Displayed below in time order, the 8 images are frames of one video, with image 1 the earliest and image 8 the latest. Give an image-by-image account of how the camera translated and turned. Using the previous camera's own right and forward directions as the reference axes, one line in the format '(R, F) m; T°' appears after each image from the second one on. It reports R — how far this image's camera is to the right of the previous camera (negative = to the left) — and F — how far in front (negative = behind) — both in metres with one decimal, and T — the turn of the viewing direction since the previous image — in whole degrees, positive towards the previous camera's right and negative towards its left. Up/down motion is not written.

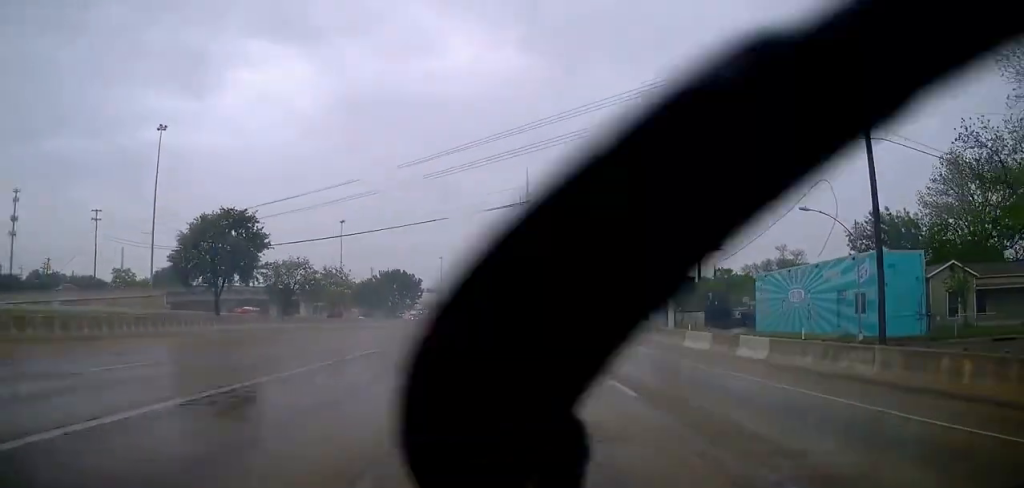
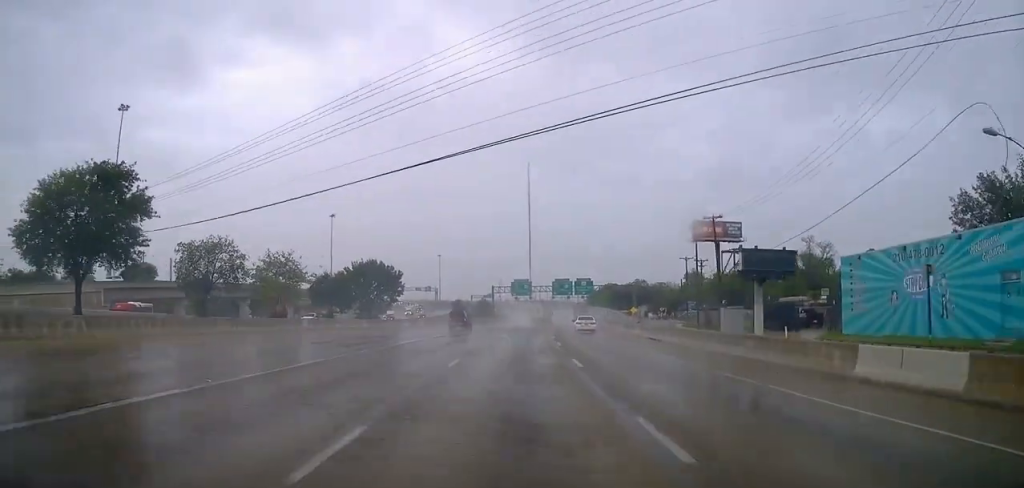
(+0.2, +19.4) m; +1°
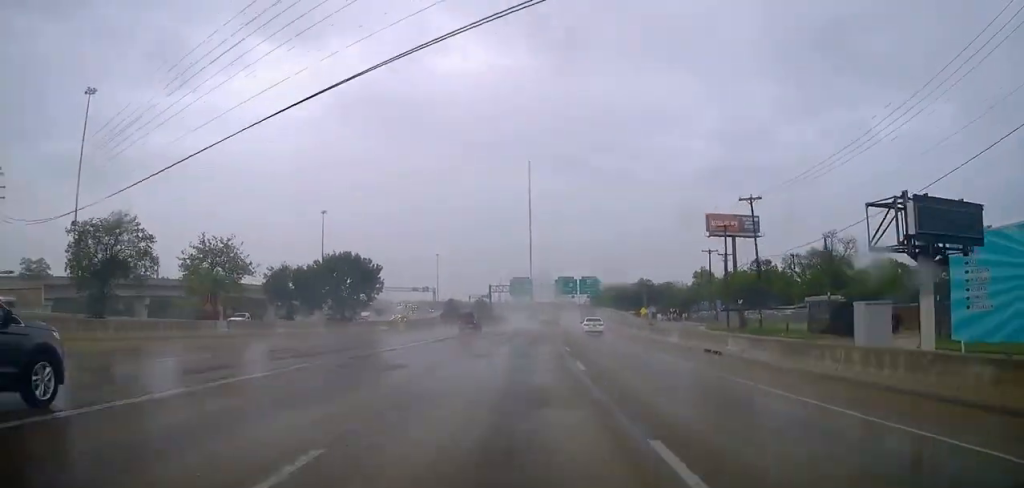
(0.0, +13.5) m; 0°
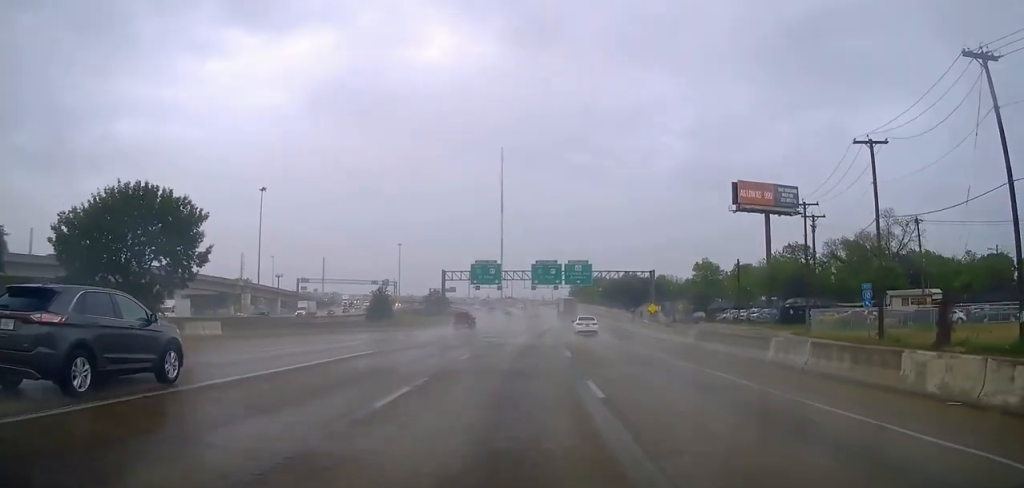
(+0.2, +42.0) m; +2°
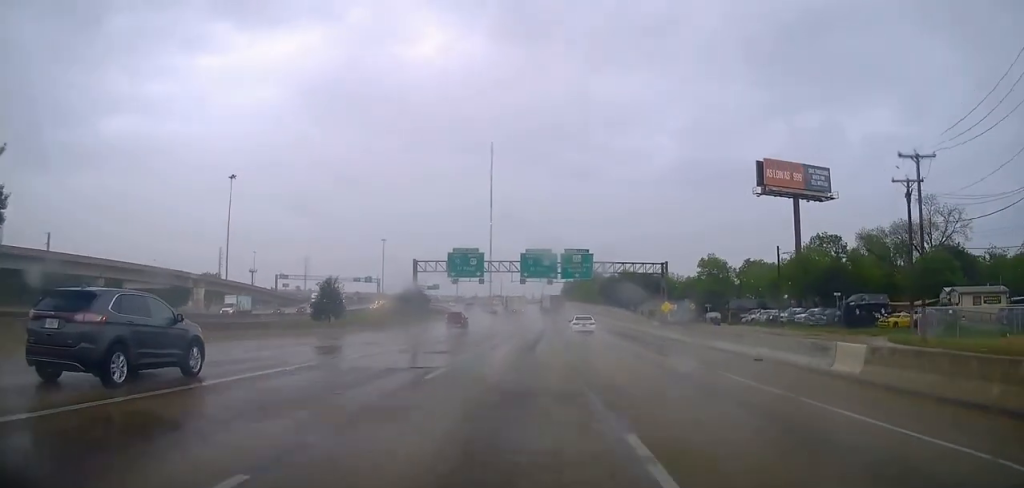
(+0.2, +19.5) m; +1°
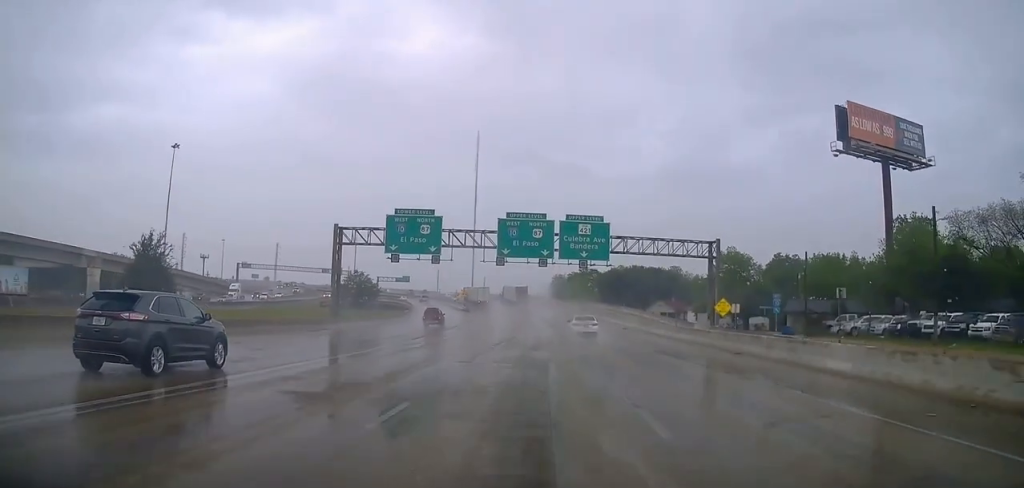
(0.0, +34.0) m; 0°
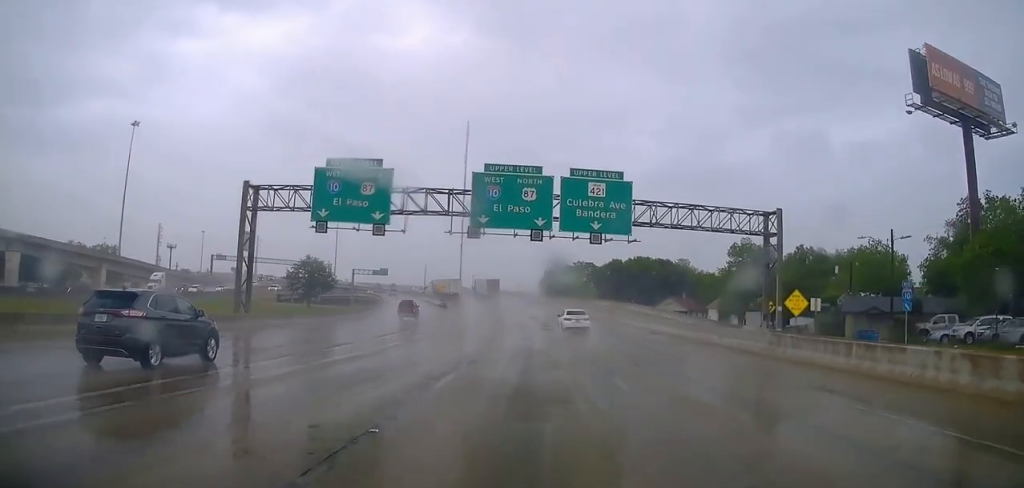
(+0.2, +18.9) m; +1°
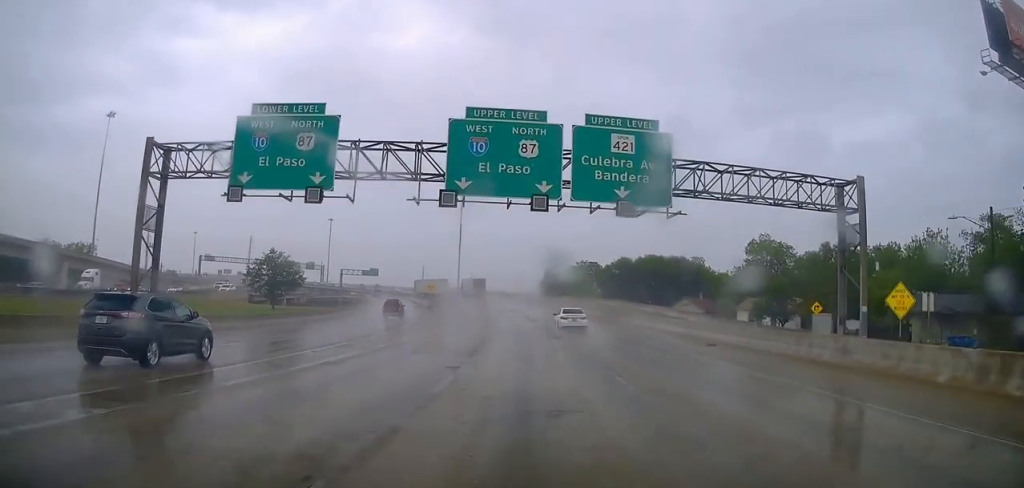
(+0.2, +13.2) m; +1°
